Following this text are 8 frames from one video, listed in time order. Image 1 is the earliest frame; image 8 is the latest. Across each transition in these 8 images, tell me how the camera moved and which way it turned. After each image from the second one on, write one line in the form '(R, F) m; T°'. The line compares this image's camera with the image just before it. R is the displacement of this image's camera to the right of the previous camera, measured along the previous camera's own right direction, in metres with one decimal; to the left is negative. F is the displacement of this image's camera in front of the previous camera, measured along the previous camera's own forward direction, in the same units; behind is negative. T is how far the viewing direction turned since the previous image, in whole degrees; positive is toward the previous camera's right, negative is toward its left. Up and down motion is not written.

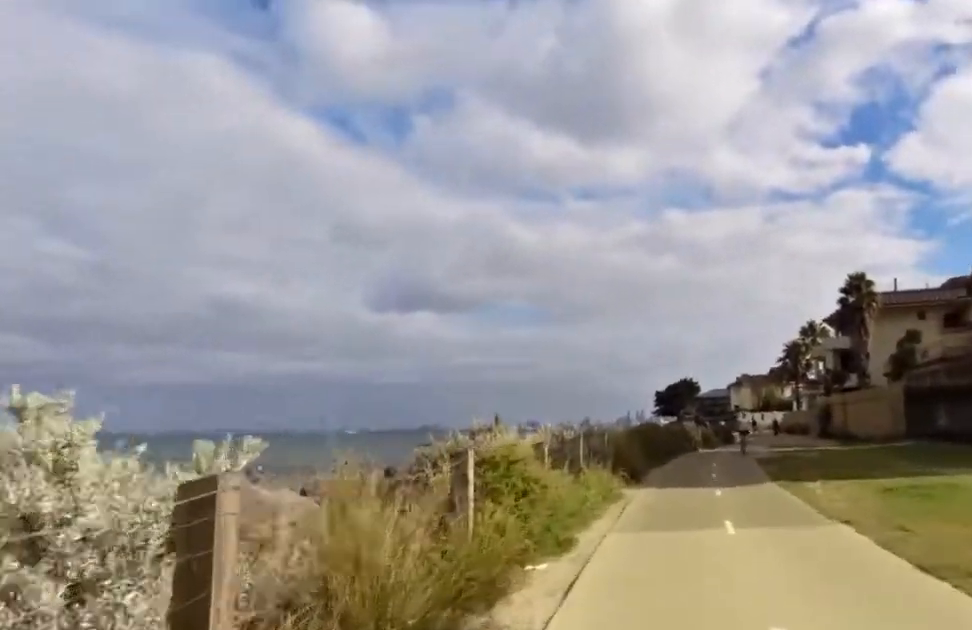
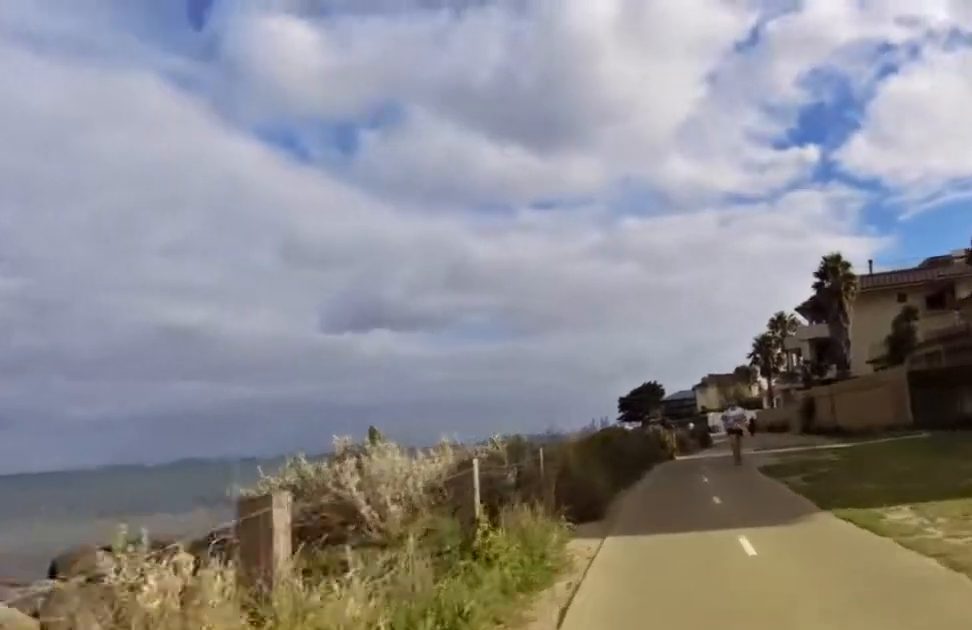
(+0.7, +5.4) m; -1°
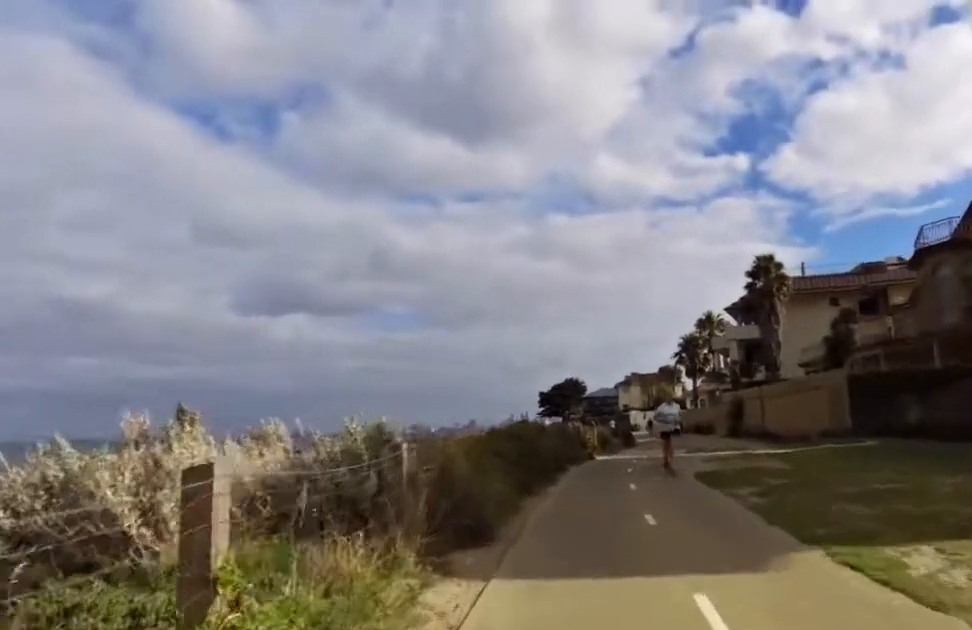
(0.0, +2.4) m; 0°
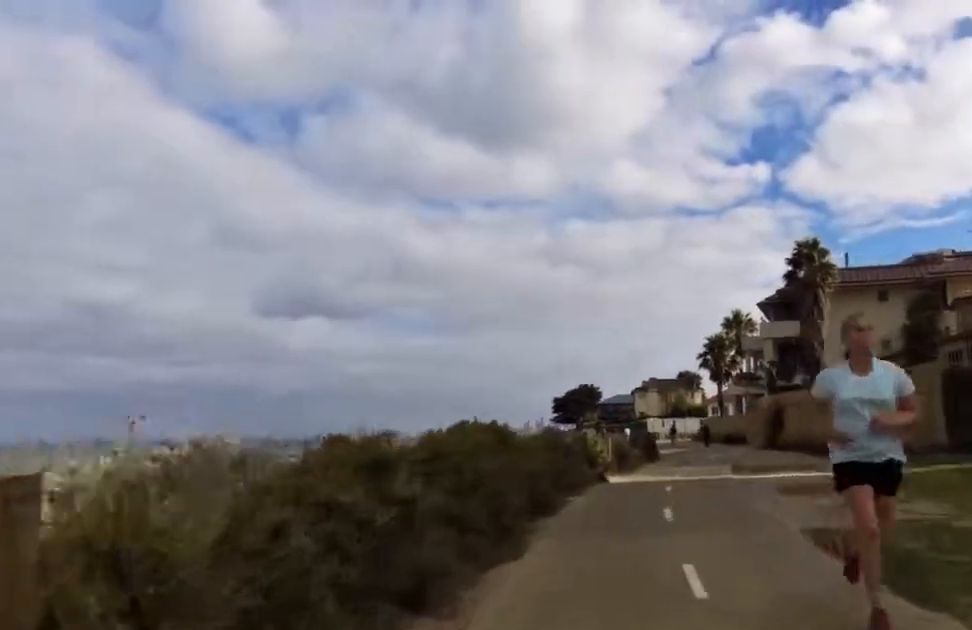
(-0.5, +6.5) m; +3°
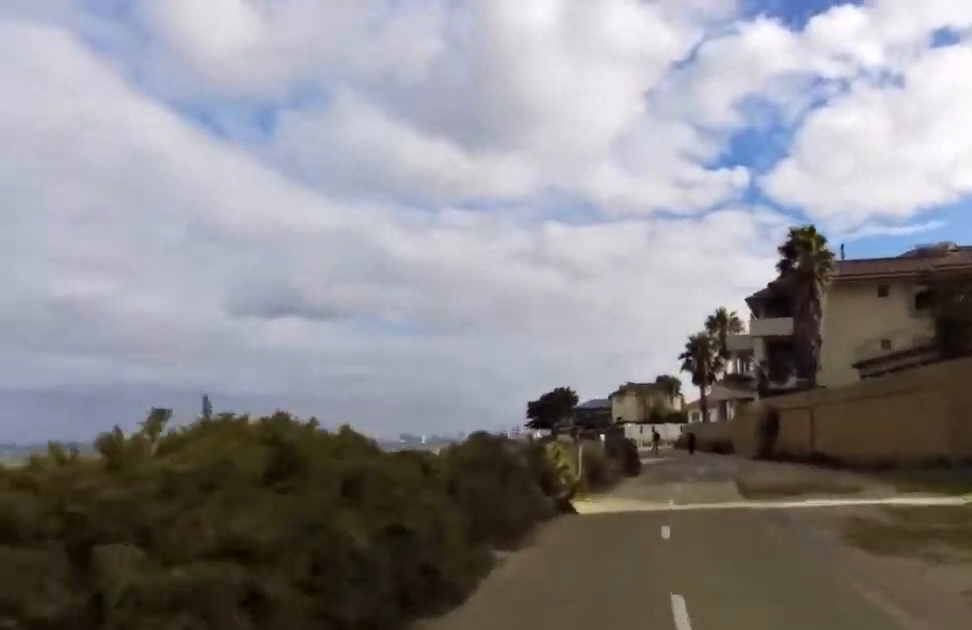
(+0.6, +4.4) m; +7°
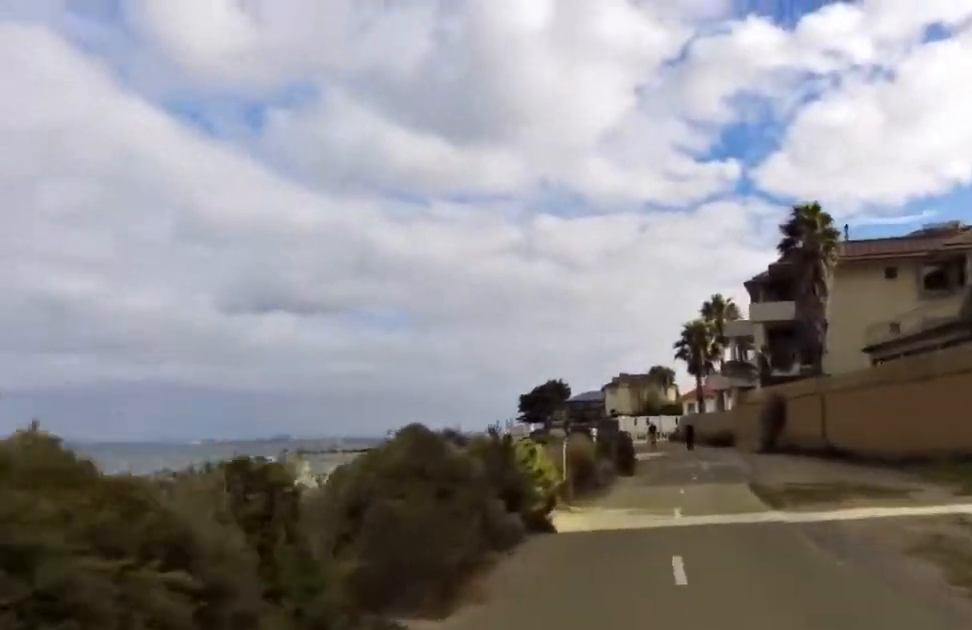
(0.0, +2.6) m; -3°
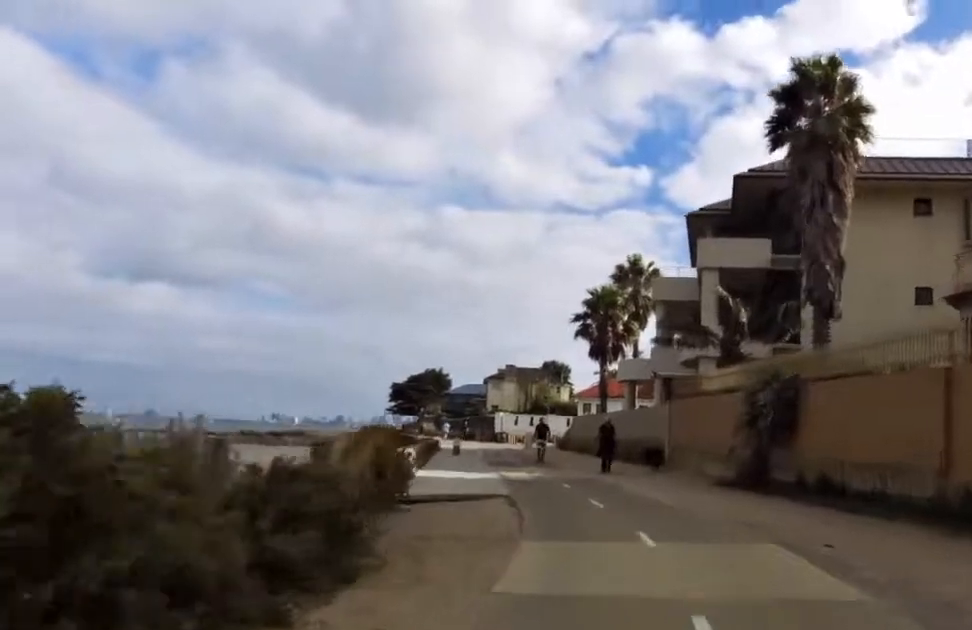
(-1.0, +17.9) m; +5°
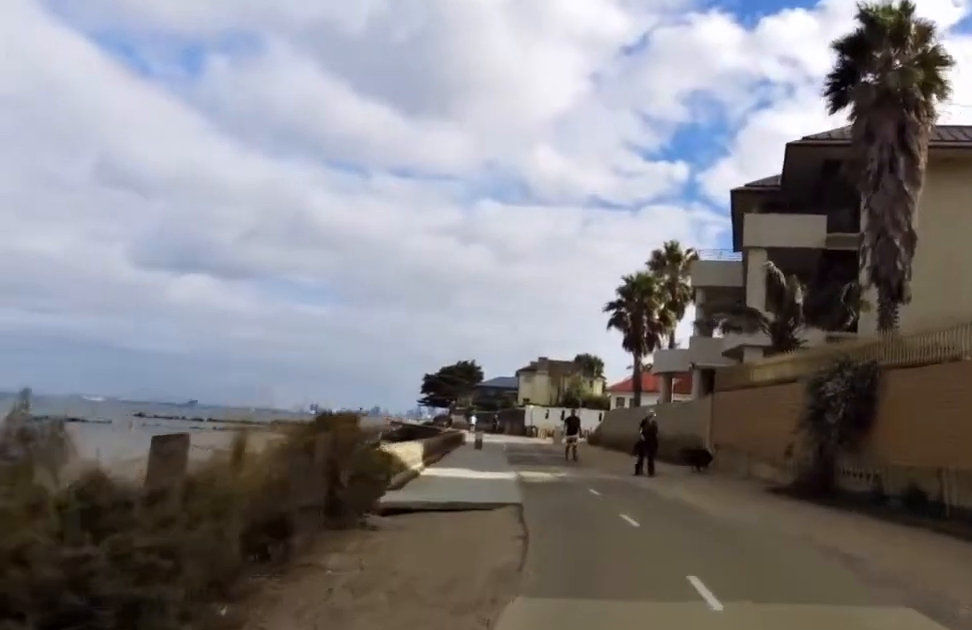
(0.0, +2.9) m; 0°
